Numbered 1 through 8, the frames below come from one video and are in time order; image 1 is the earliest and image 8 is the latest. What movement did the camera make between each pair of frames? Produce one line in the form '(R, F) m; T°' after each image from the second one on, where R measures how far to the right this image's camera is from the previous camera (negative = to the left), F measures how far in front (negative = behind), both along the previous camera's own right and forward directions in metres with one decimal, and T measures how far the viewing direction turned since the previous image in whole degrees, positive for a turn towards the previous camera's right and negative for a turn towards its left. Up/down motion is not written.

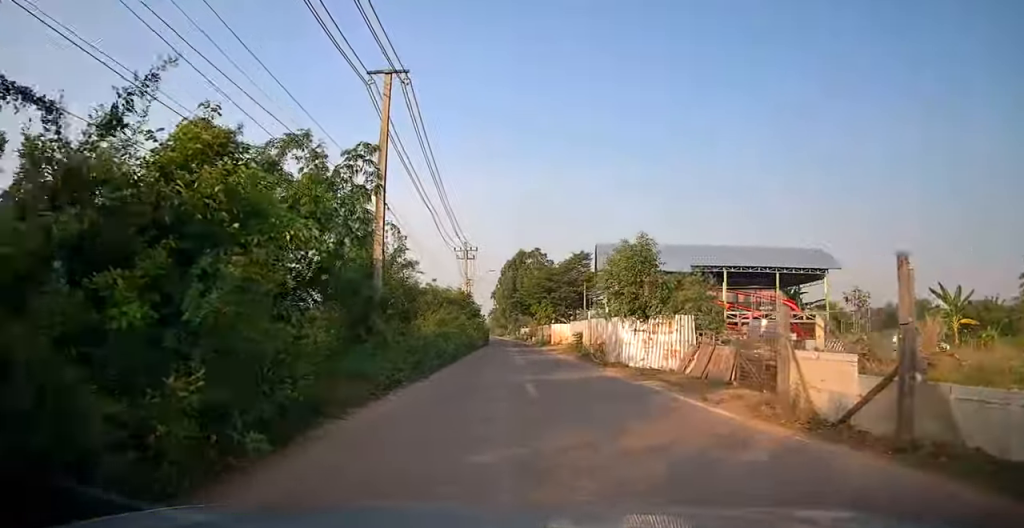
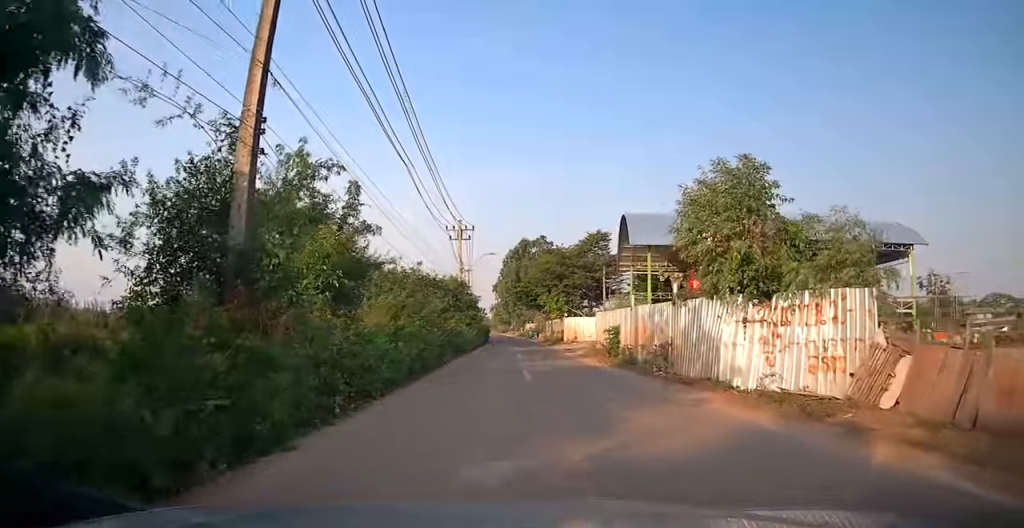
(-0.5, +9.7) m; -1°
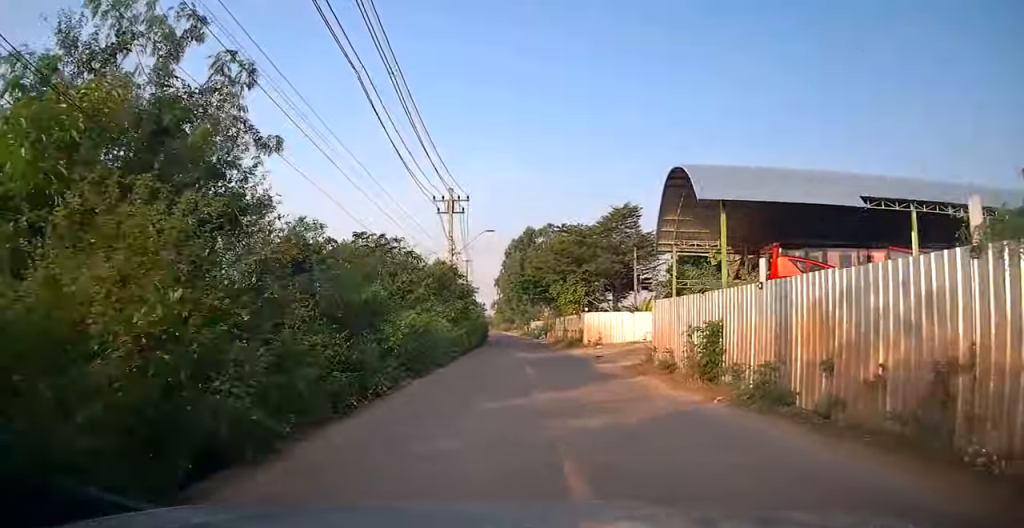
(+0.4, +10.4) m; +2°
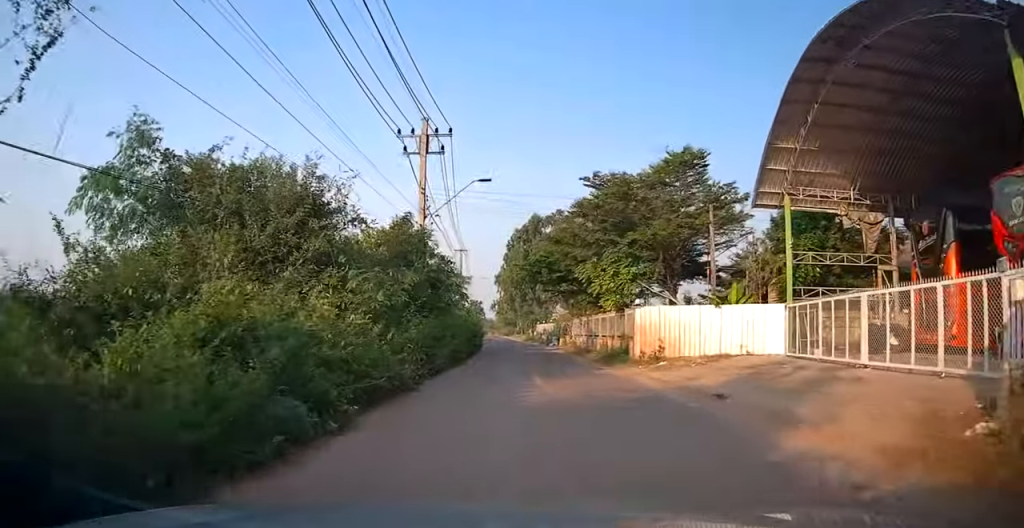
(-0.1, +13.5) m; -1°
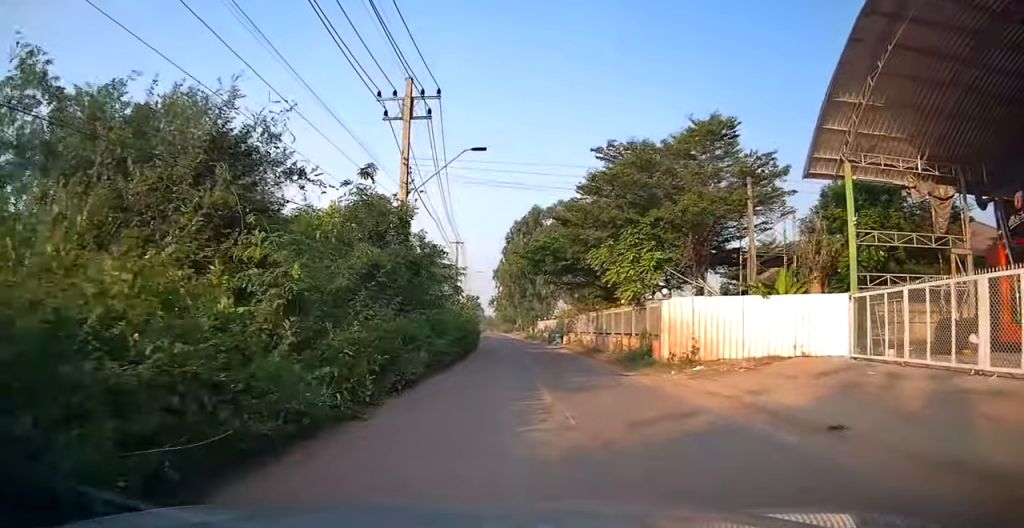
(0.0, +4.0) m; 0°
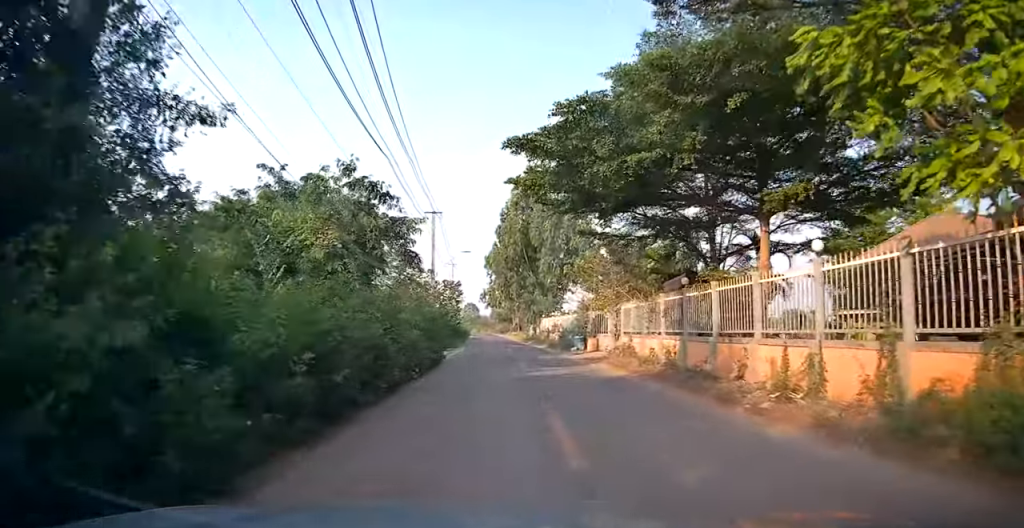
(0.0, +16.3) m; -1°
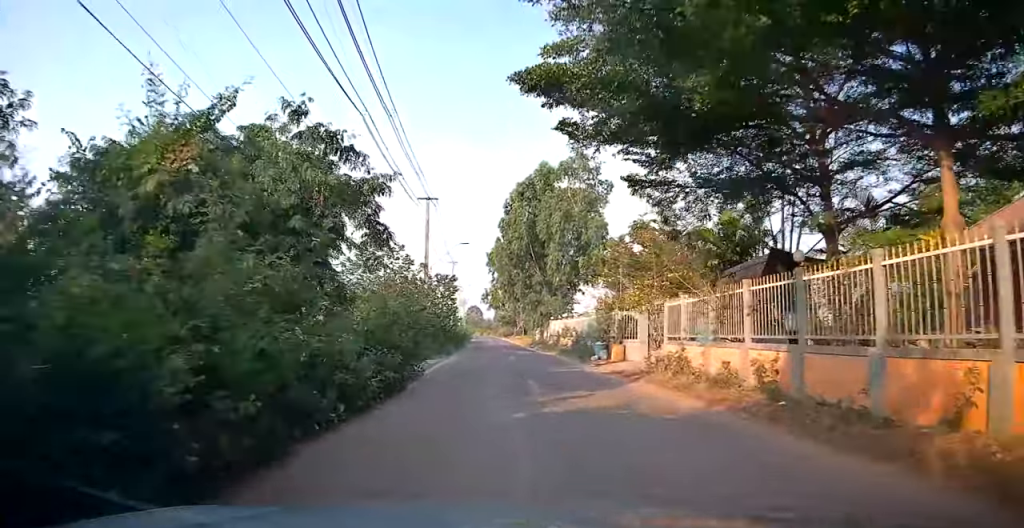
(0.0, +6.0) m; 0°
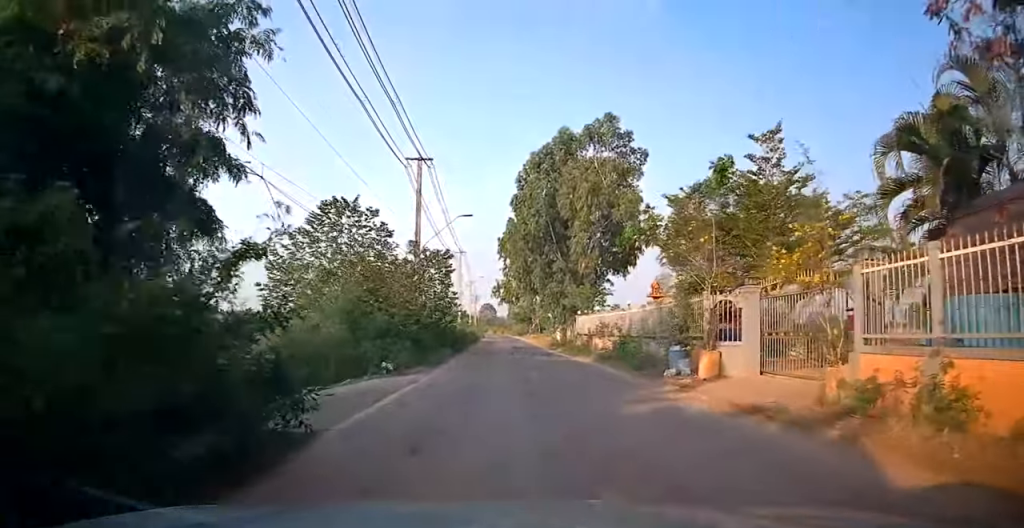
(0.0, +9.5) m; 0°
